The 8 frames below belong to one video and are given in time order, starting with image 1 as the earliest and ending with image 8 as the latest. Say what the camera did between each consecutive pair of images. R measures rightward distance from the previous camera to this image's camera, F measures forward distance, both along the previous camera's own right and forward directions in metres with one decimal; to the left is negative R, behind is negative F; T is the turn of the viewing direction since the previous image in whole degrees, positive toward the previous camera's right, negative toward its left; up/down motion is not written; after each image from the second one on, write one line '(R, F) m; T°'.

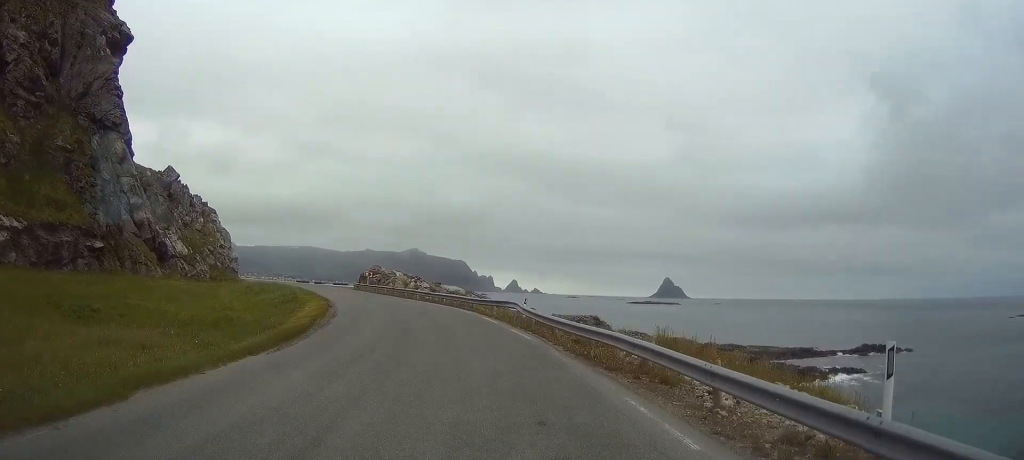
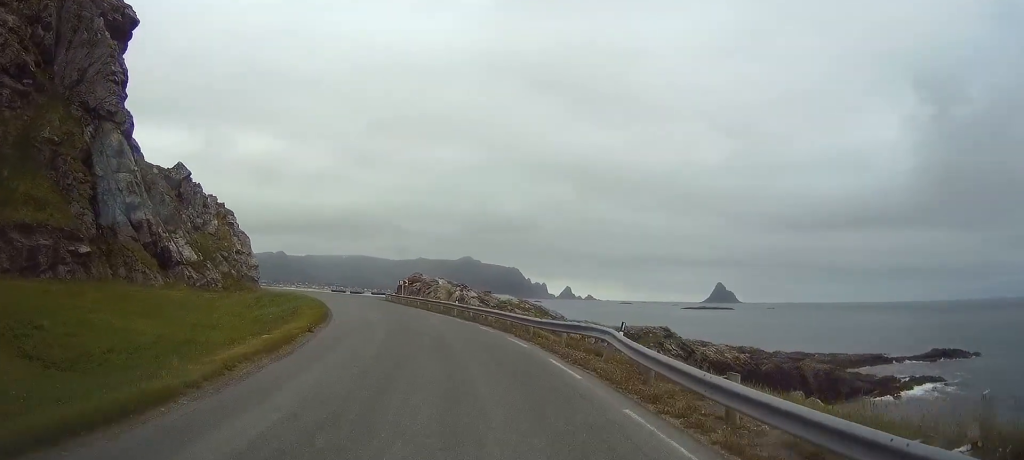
(+0.1, +13.1) m; -2°
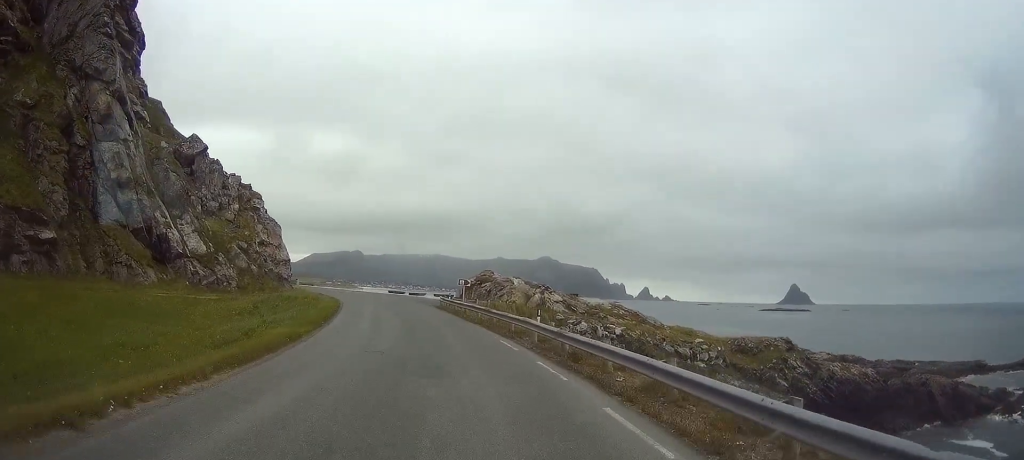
(-1.0, +18.3) m; -7°
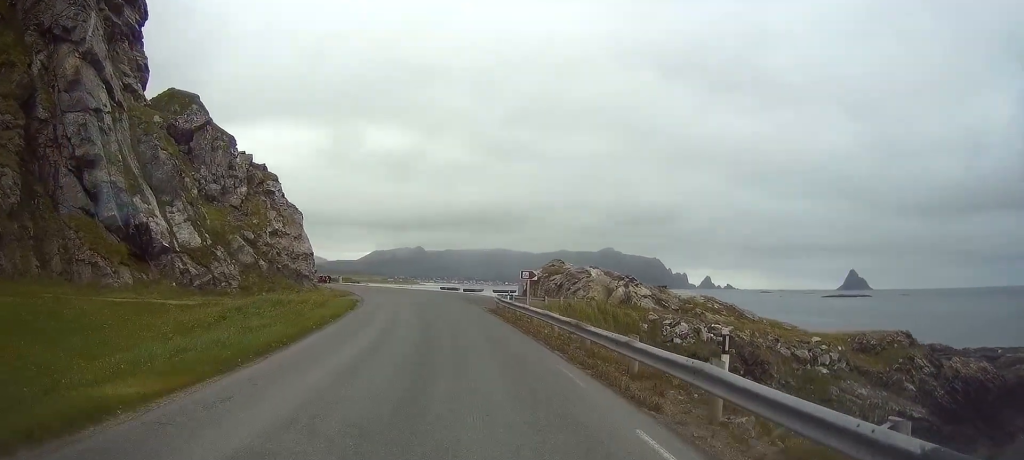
(-0.7, +14.7) m; -5°
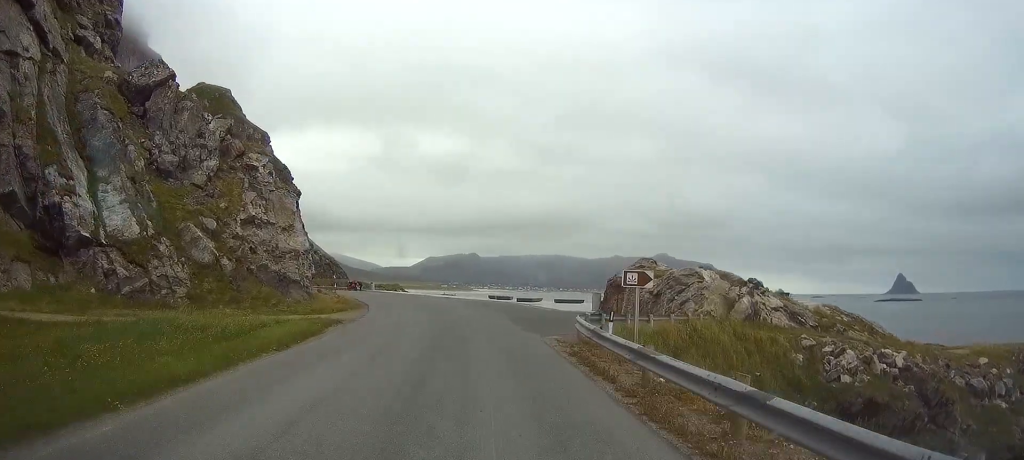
(-0.8, +17.7) m; -5°
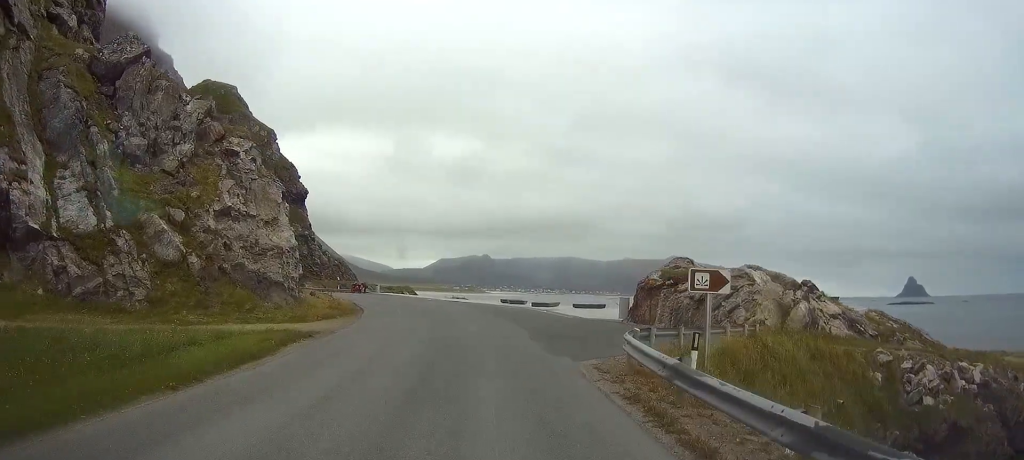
(-0.2, +5.8) m; -2°
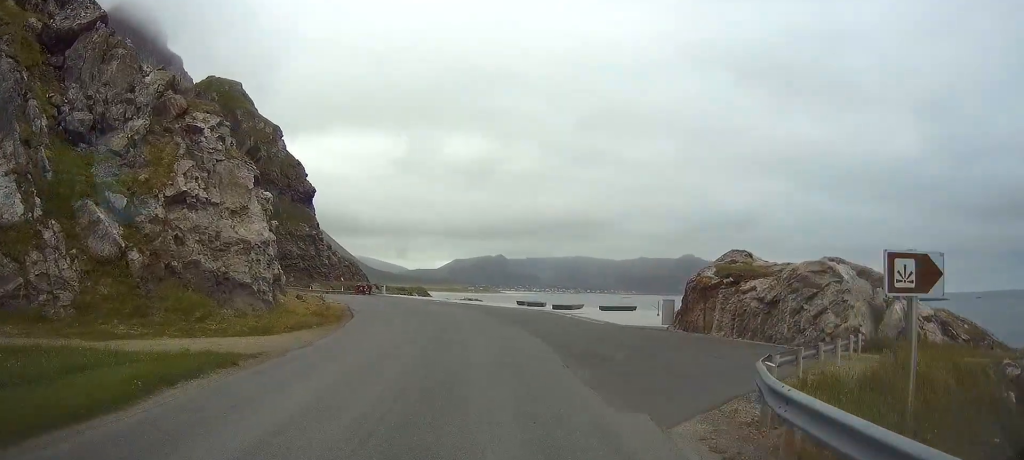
(-0.1, +7.1) m; -2°
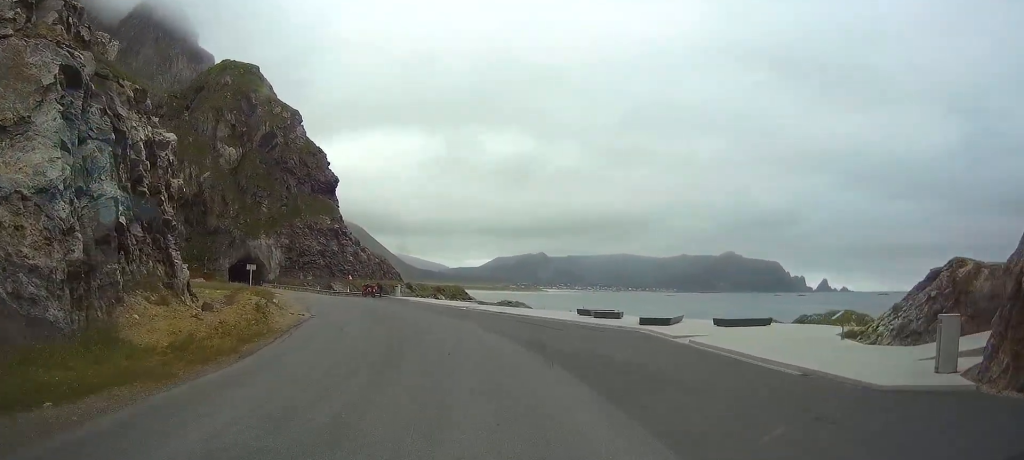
(-0.8, +19.2) m; -4°
